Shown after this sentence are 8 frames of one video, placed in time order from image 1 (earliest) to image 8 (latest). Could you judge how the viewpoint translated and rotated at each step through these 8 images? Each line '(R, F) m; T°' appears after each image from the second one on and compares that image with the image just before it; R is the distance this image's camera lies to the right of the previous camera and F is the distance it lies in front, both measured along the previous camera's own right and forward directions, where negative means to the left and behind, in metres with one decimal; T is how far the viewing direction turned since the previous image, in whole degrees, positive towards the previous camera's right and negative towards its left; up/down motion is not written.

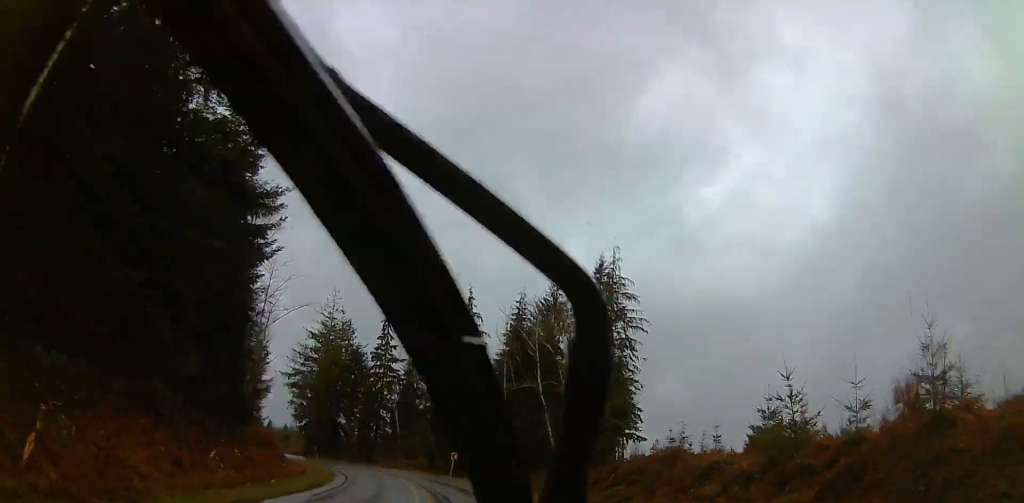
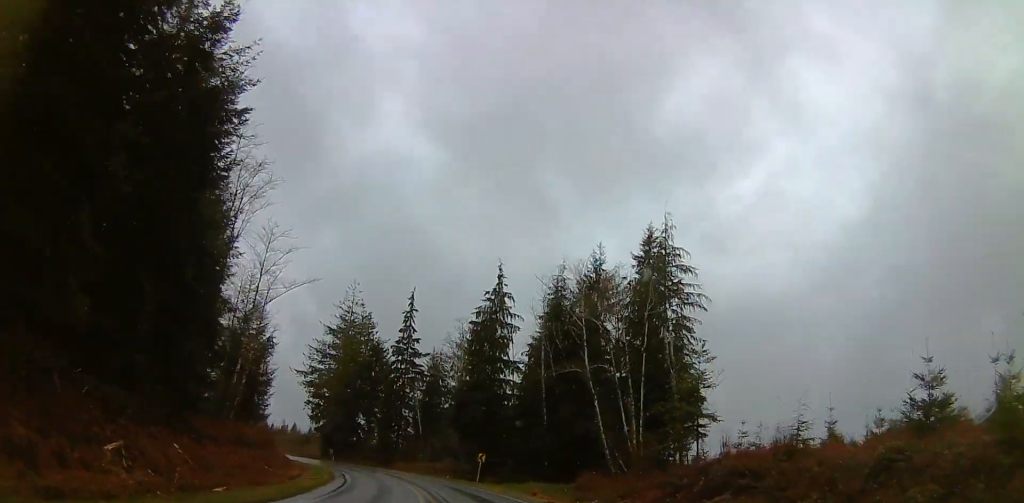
(+0.1, +10.4) m; -3°
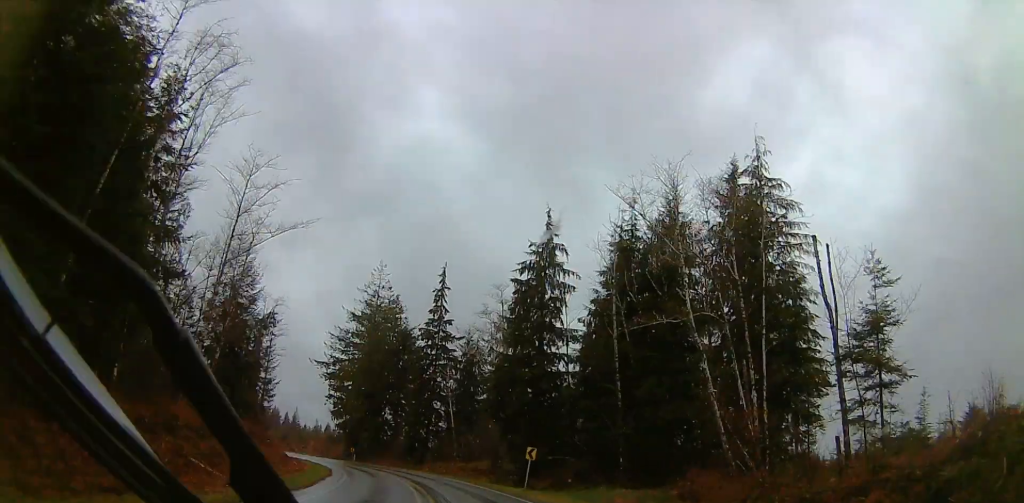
(-0.9, +14.3) m; -5°
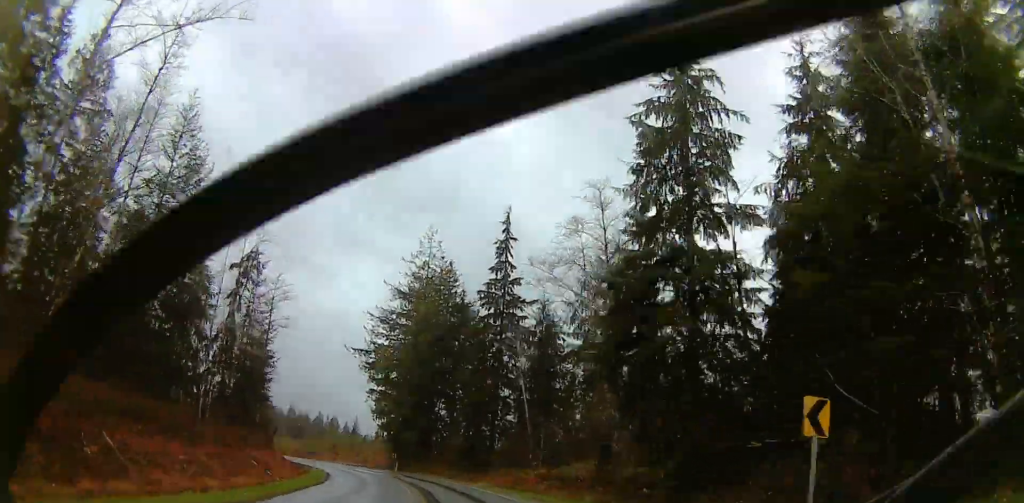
(-1.4, +25.4) m; -6°
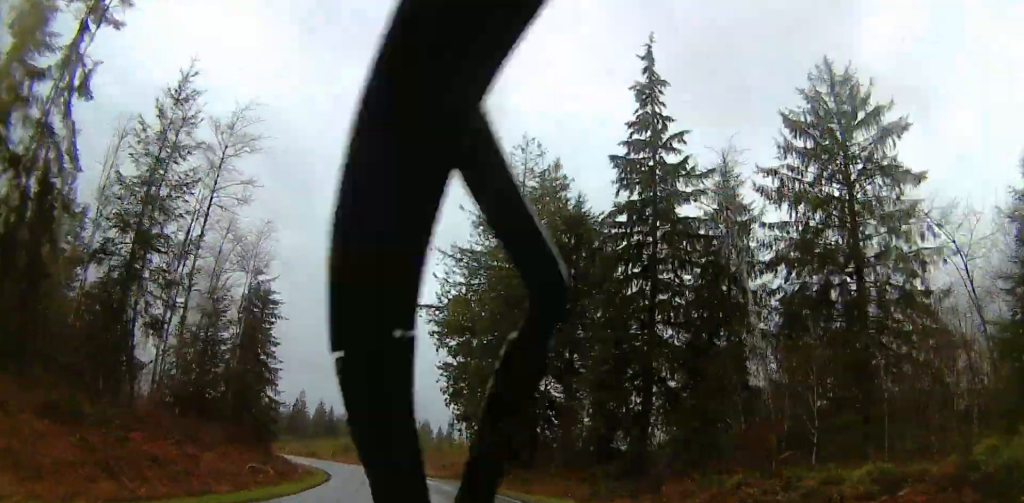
(-2.4, +32.5) m; -9°
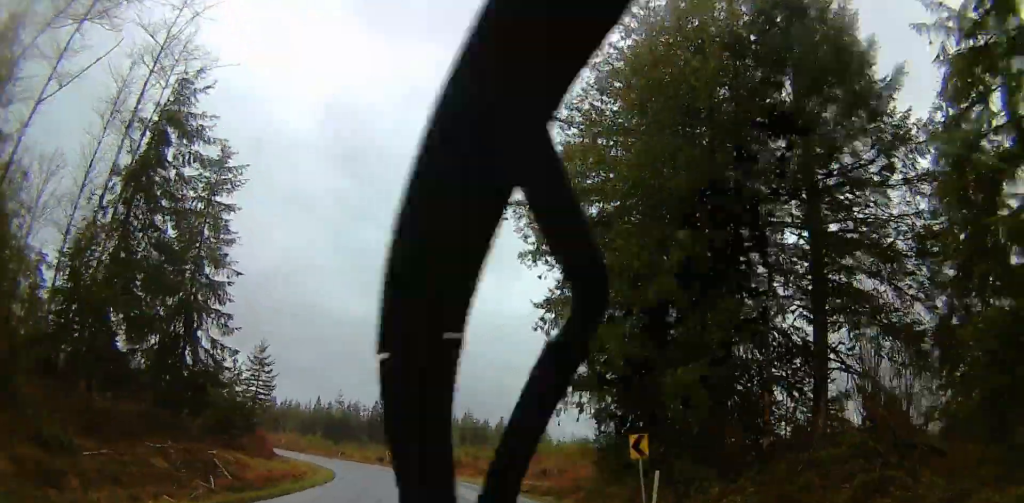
(-2.4, +30.3) m; -8°
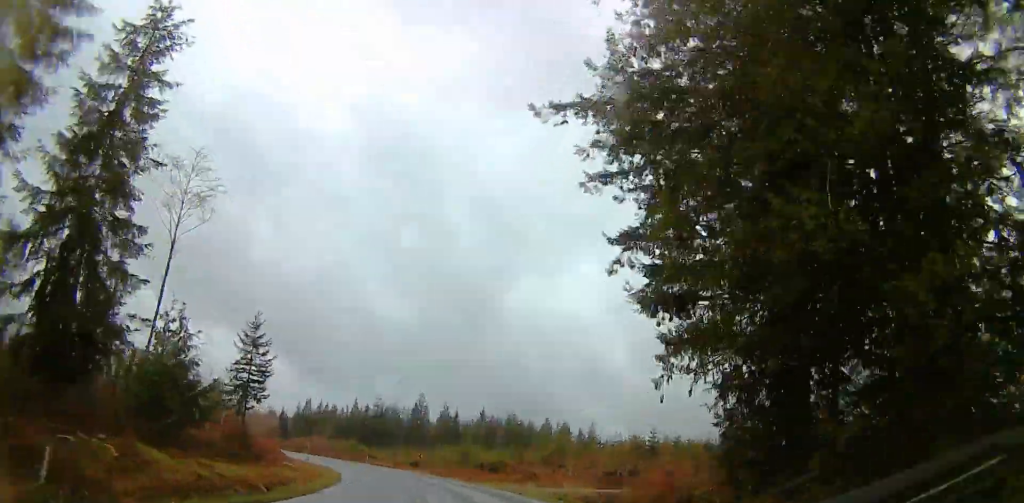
(-0.4, +13.2) m; -3°
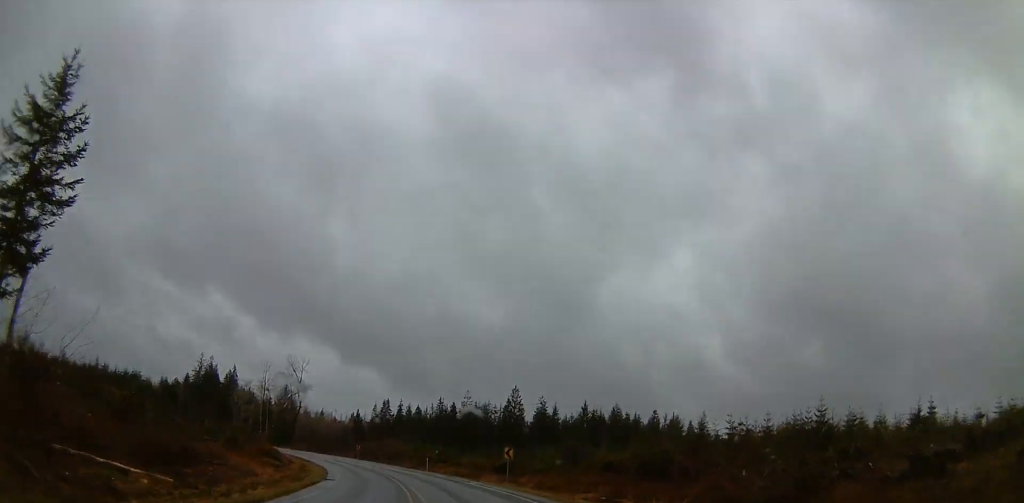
(-3.0, +35.5) m; -10°
